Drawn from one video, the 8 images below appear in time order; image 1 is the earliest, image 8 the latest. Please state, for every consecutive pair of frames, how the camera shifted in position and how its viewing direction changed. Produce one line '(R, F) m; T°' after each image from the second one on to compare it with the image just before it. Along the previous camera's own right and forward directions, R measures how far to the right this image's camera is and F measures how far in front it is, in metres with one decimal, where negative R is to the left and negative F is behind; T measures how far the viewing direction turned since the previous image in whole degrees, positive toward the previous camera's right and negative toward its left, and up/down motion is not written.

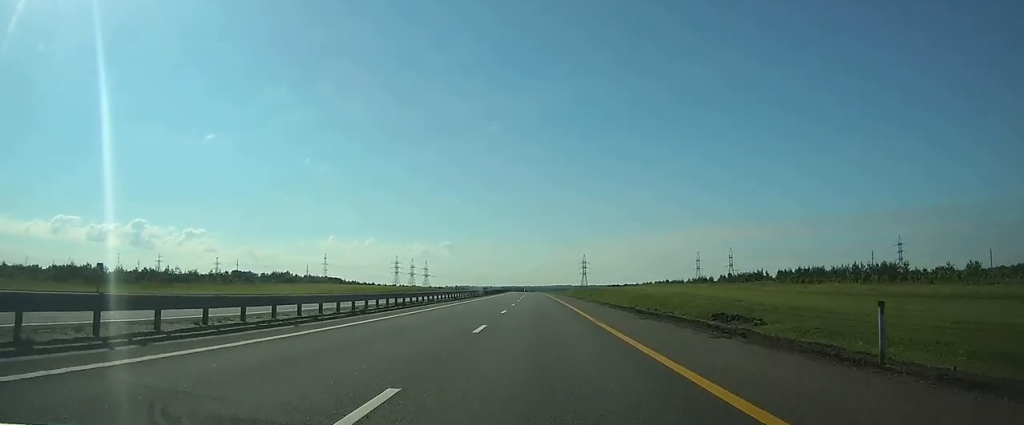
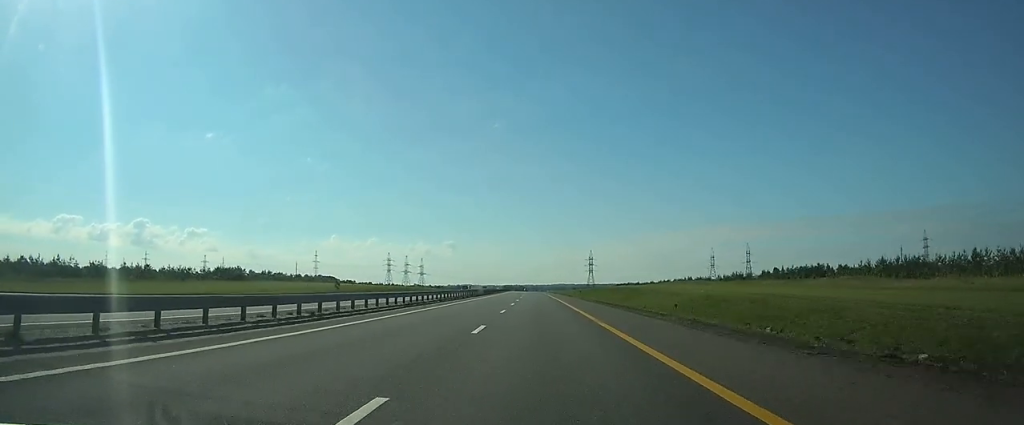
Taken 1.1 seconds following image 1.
(-0.1, +36.1) m; 0°
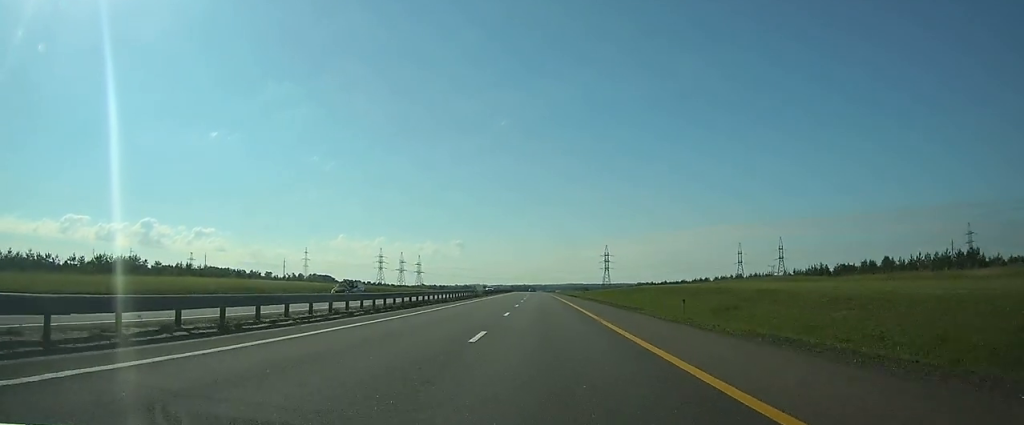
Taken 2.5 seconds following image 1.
(-0.1, +49.4) m; -1°
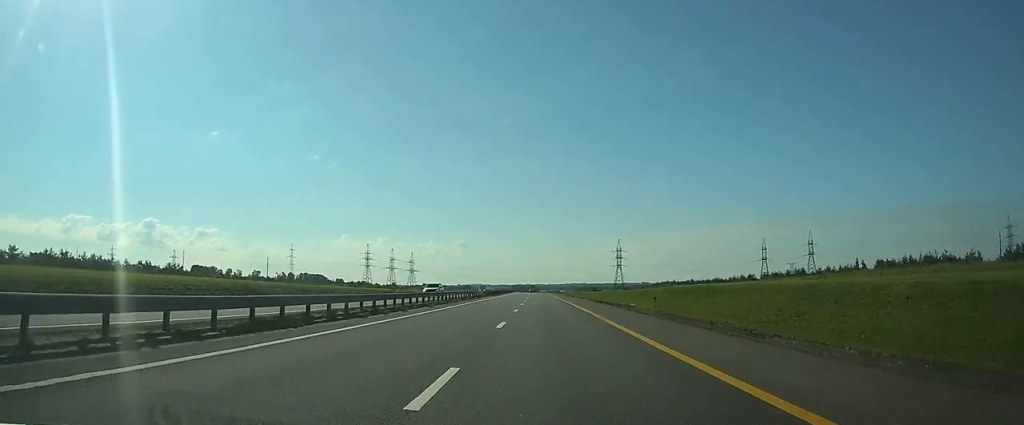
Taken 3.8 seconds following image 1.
(-0.2, +42.4) m; -1°
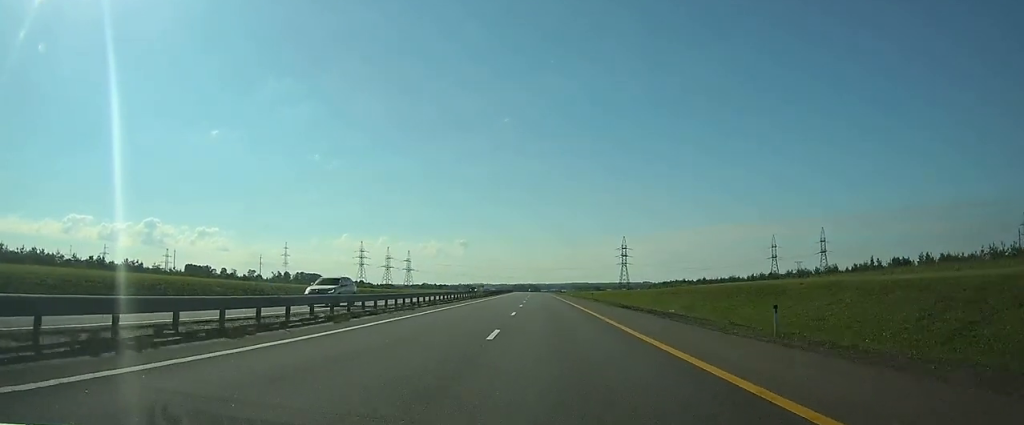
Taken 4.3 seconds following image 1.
(0.0, +15.6) m; 0°
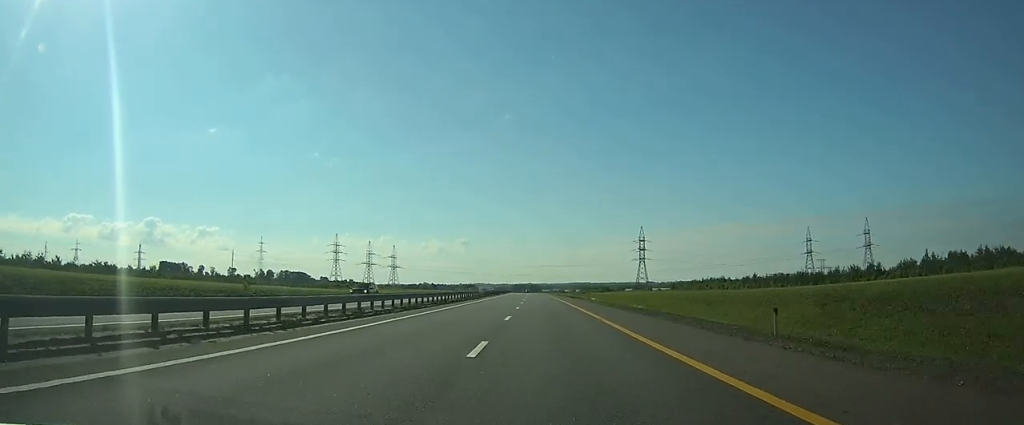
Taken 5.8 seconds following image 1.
(-0.3, +50.1) m; -1°
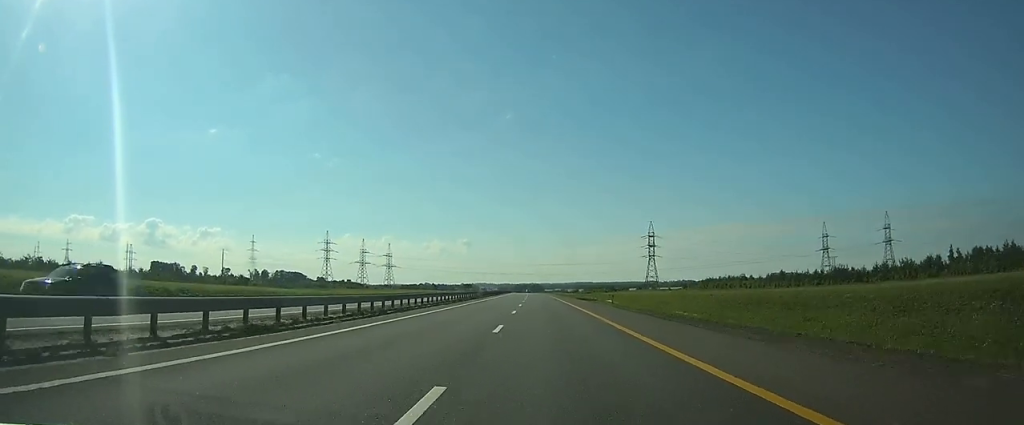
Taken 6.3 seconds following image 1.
(0.0, +17.9) m; 0°
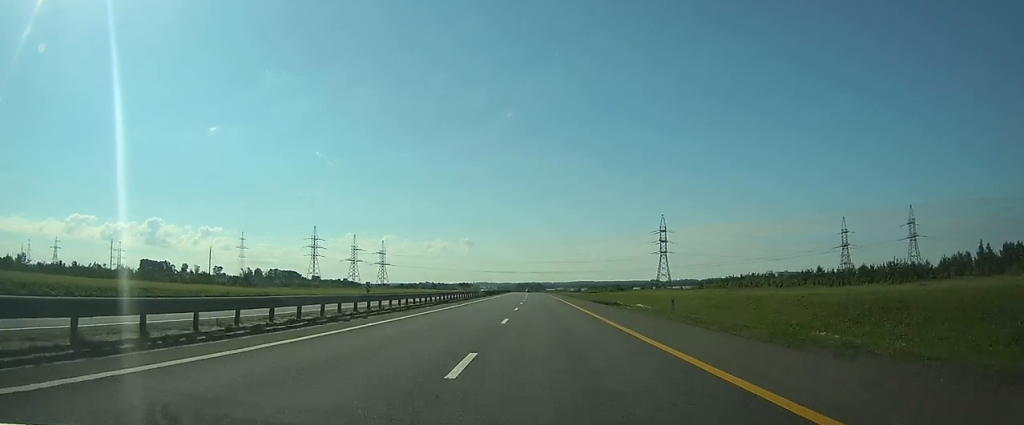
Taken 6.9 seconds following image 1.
(0.0, +20.1) m; 0°
